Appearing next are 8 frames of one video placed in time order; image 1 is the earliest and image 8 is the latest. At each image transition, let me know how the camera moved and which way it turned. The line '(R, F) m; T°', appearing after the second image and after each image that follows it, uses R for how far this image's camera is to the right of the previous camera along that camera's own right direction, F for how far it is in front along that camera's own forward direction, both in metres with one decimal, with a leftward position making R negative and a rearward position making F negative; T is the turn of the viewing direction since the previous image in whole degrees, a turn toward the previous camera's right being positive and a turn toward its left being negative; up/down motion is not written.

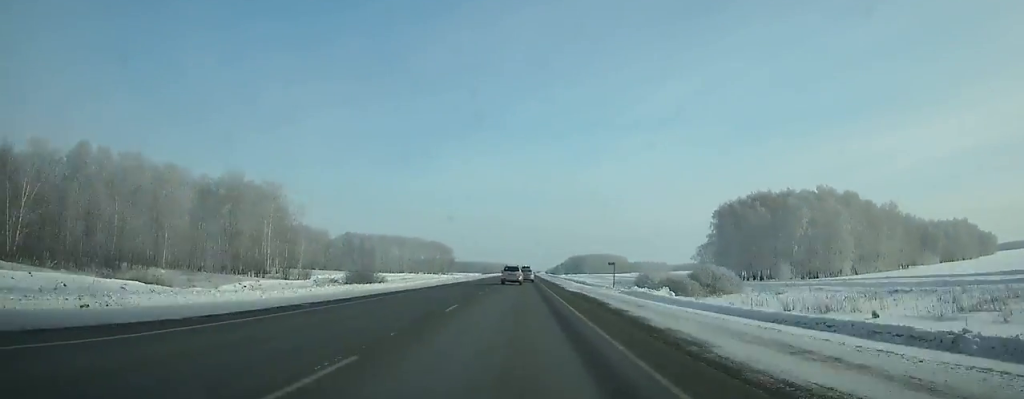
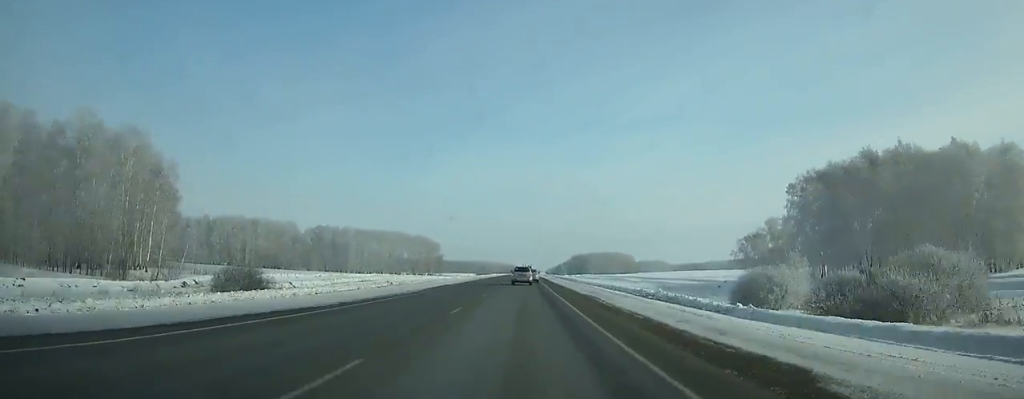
(+0.2, +47.1) m; 0°
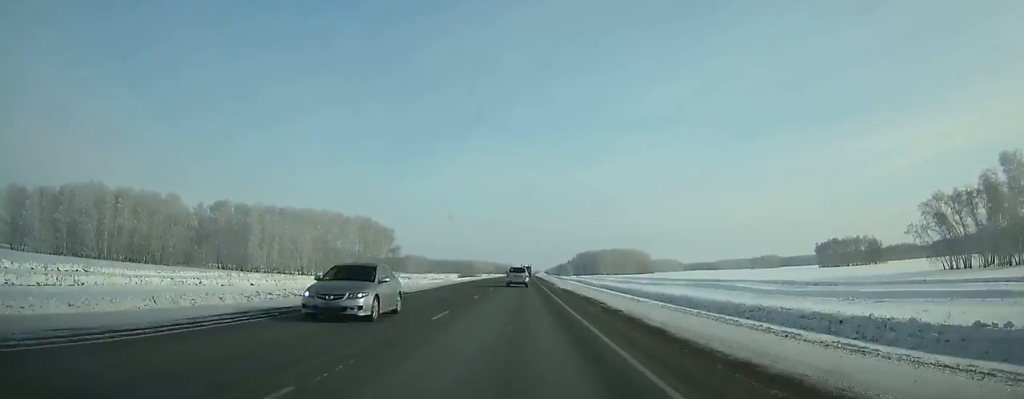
(-0.1, +98.3) m; 0°
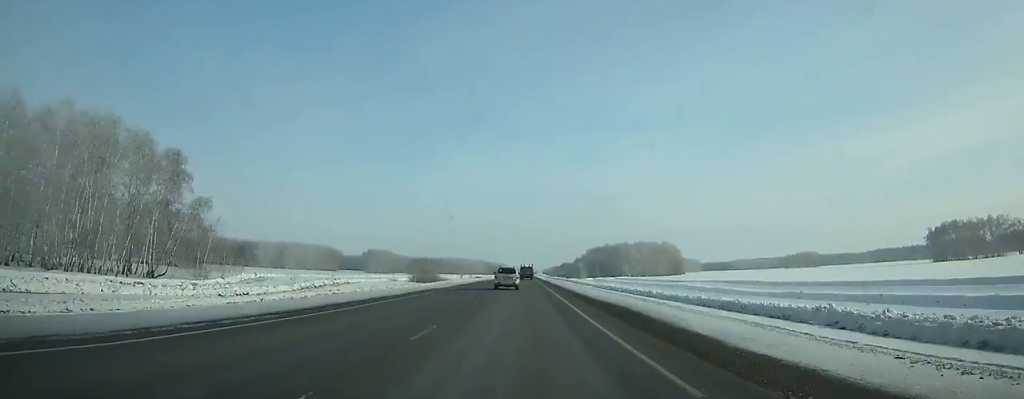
(+1.0, +125.0) m; +1°
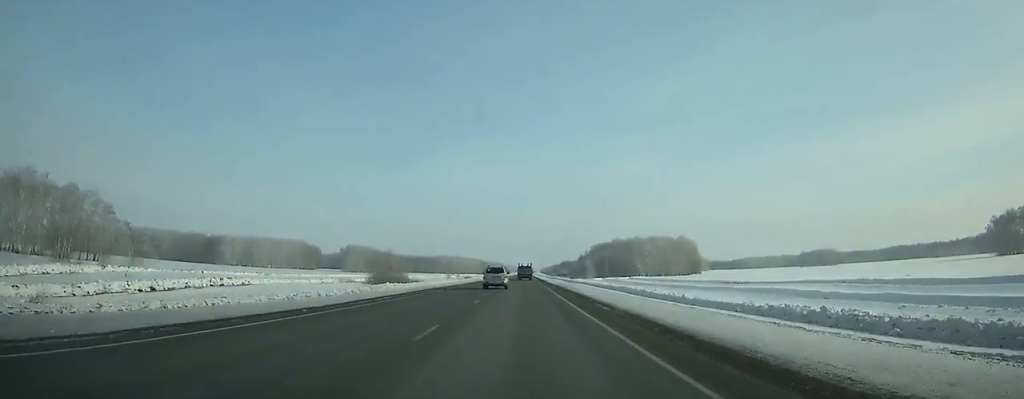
(+0.1, +48.3) m; 0°
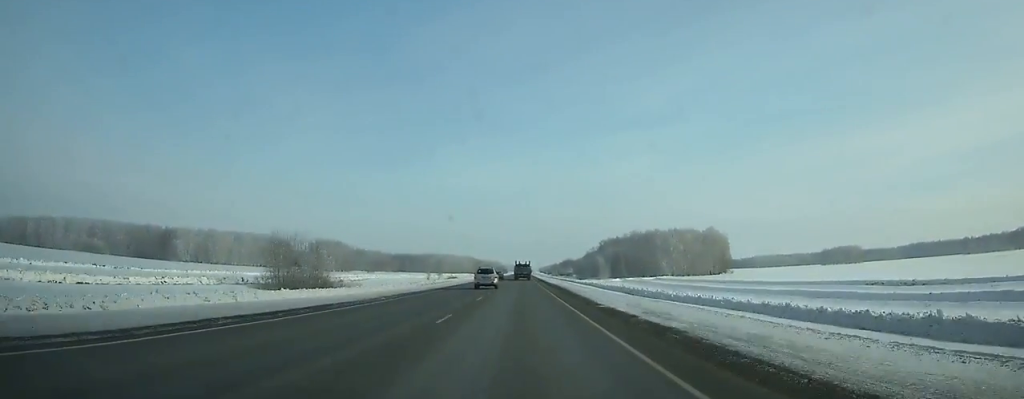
(+0.1, +55.8) m; 0°
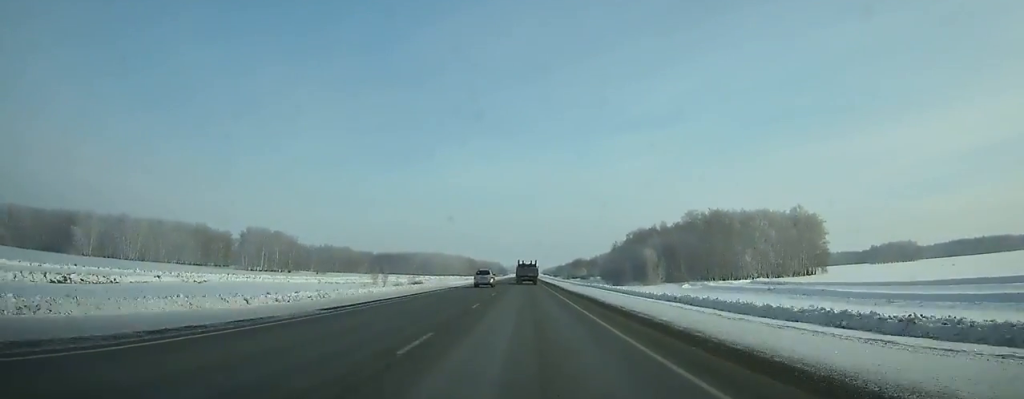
(-0.1, +87.4) m; 0°
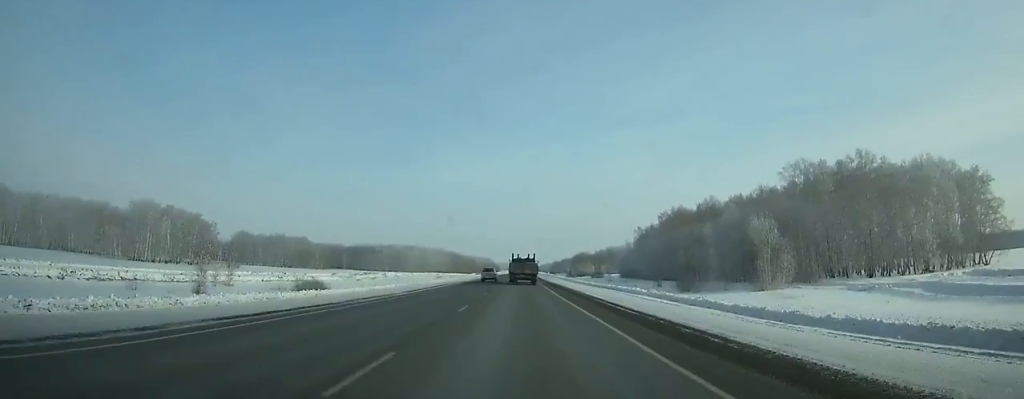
(+0.3, +72.8) m; 0°
